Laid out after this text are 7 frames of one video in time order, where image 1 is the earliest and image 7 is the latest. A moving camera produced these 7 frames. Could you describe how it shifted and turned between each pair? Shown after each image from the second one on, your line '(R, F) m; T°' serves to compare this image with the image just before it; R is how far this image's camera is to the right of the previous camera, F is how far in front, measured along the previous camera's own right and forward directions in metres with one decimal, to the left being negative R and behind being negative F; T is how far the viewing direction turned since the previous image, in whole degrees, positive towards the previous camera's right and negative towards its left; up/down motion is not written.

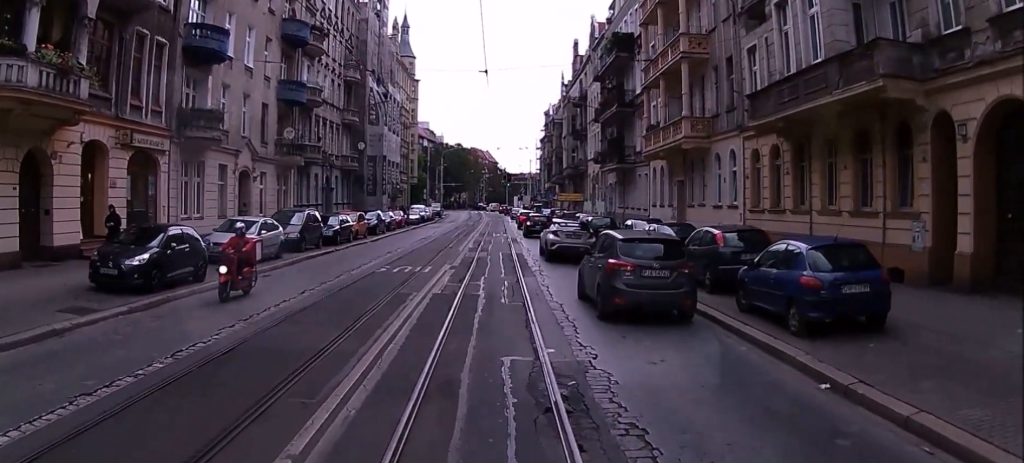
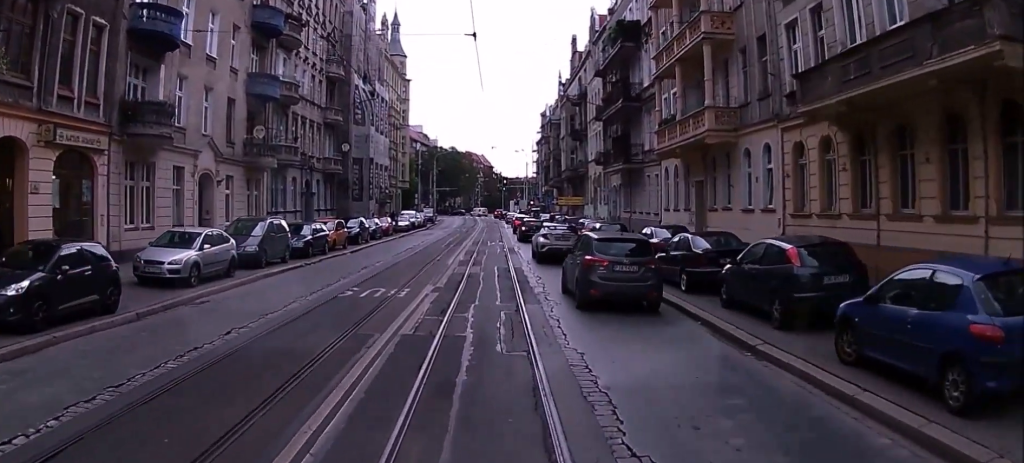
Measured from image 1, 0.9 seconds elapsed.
(-0.2, +3.4) m; -3°
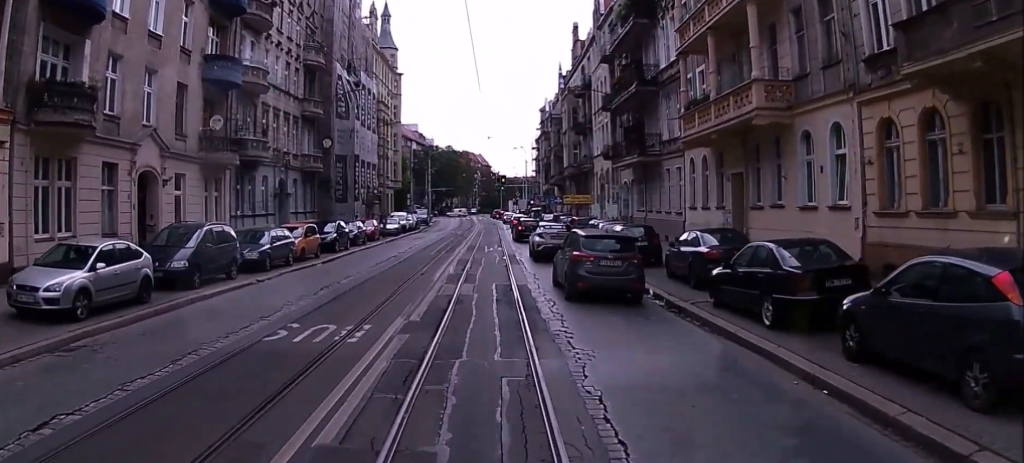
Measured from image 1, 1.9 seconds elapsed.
(-0.1, +4.2) m; 0°
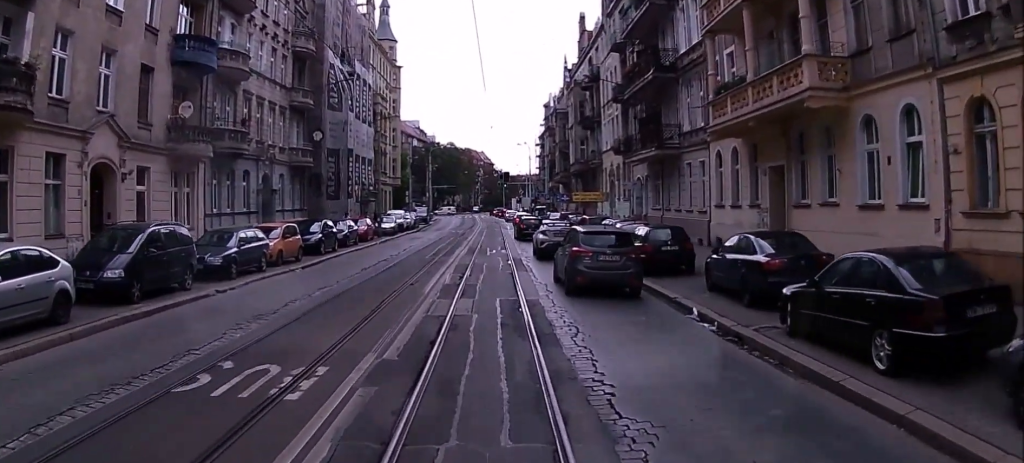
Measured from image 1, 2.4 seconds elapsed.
(0.0, +2.7) m; +1°
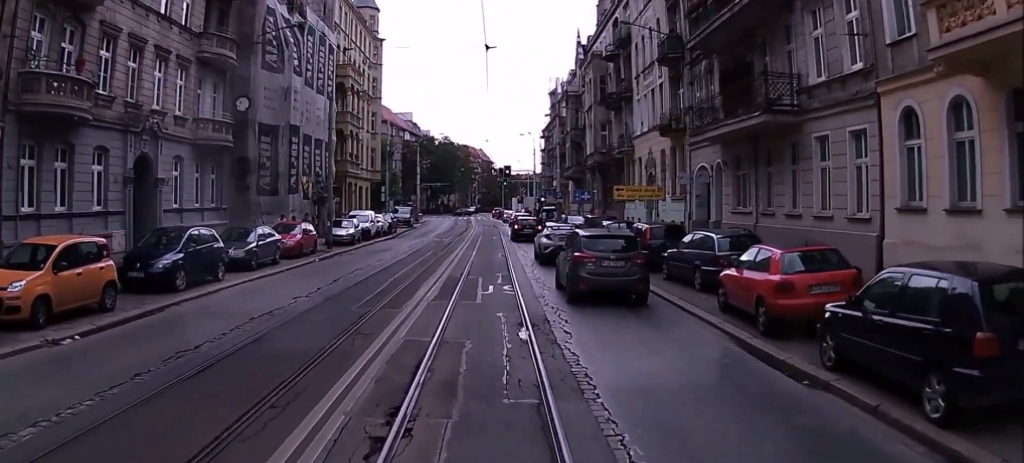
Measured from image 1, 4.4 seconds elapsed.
(+0.1, +11.3) m; +1°
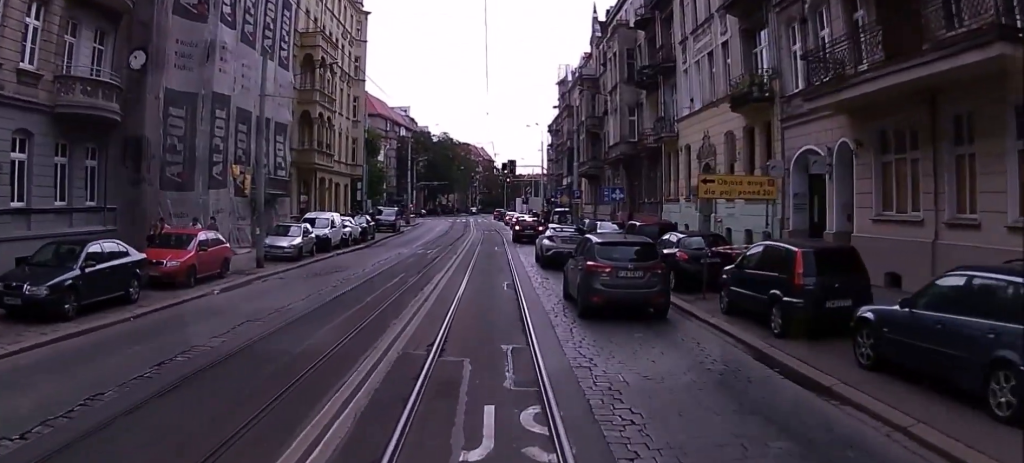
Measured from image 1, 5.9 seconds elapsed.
(-0.1, +9.8) m; +1°
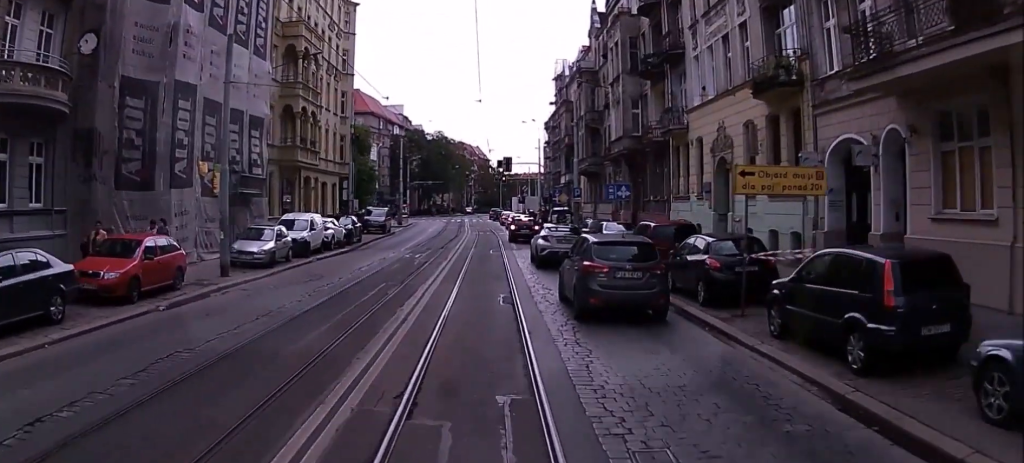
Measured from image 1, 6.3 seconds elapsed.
(0.0, +2.7) m; +1°
